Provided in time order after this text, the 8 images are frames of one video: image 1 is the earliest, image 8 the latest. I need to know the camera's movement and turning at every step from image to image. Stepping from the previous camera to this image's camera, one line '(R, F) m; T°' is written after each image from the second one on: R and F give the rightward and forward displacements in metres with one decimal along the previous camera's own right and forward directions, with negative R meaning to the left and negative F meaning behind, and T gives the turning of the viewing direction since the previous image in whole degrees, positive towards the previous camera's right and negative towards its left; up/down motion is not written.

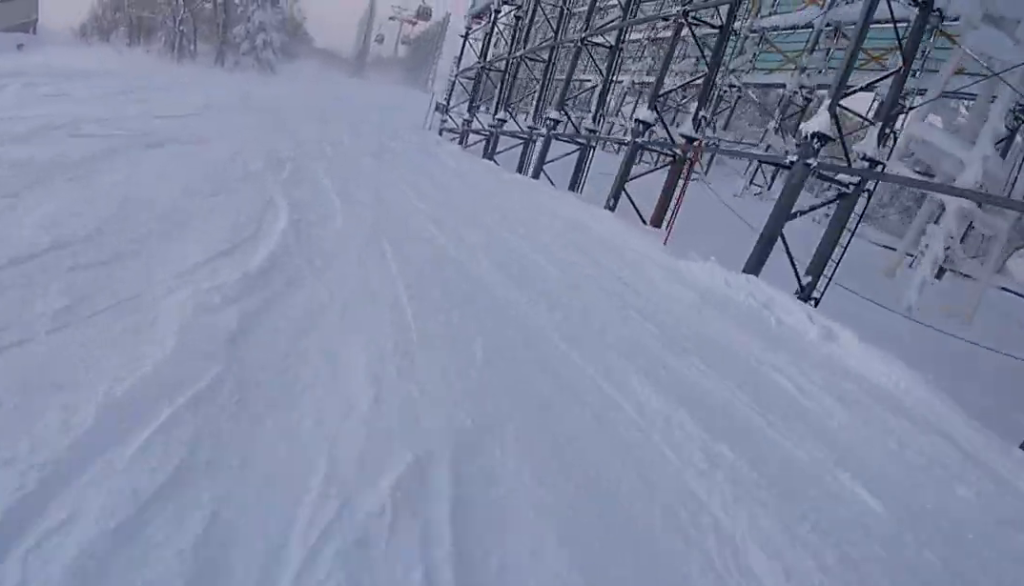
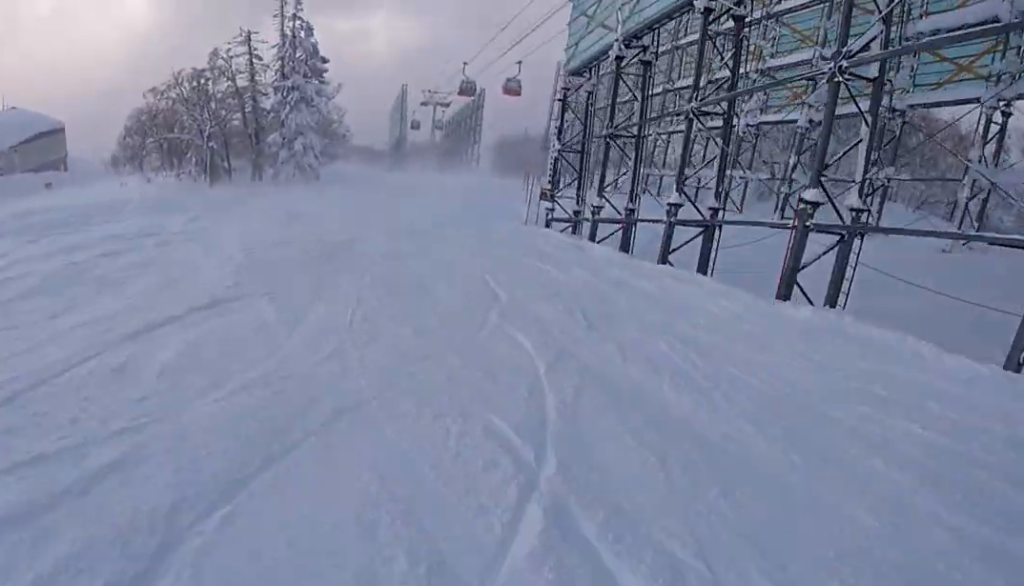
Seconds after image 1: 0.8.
(-0.3, +7.9) m; +3°
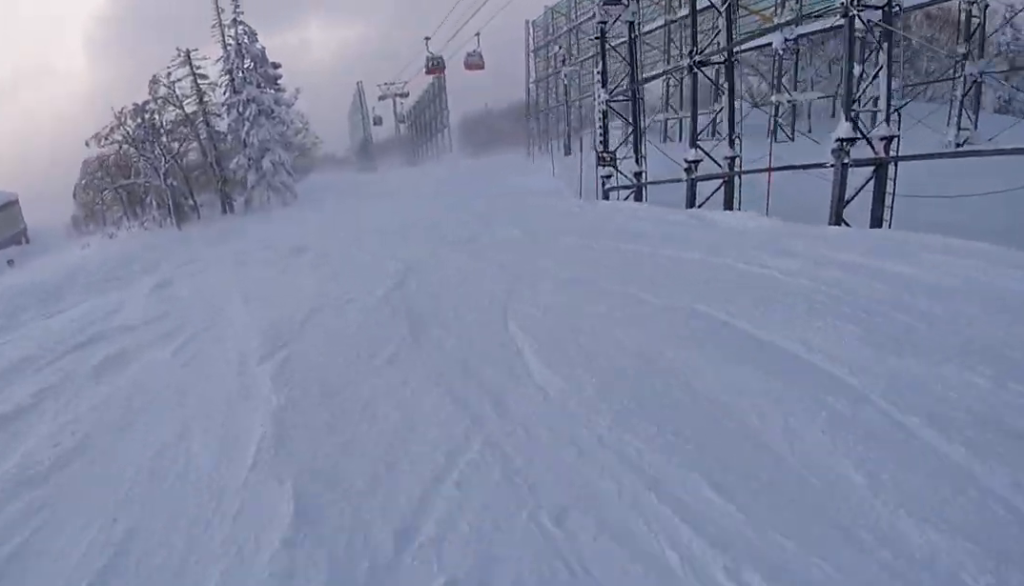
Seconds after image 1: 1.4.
(+0.7, +5.8) m; +6°
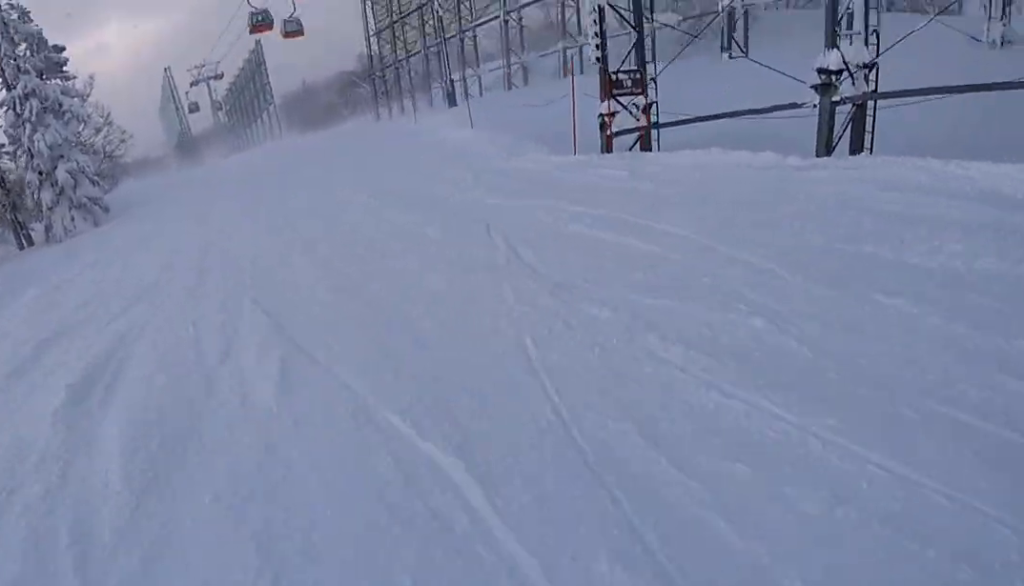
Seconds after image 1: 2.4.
(+0.1, +9.3) m; +8°
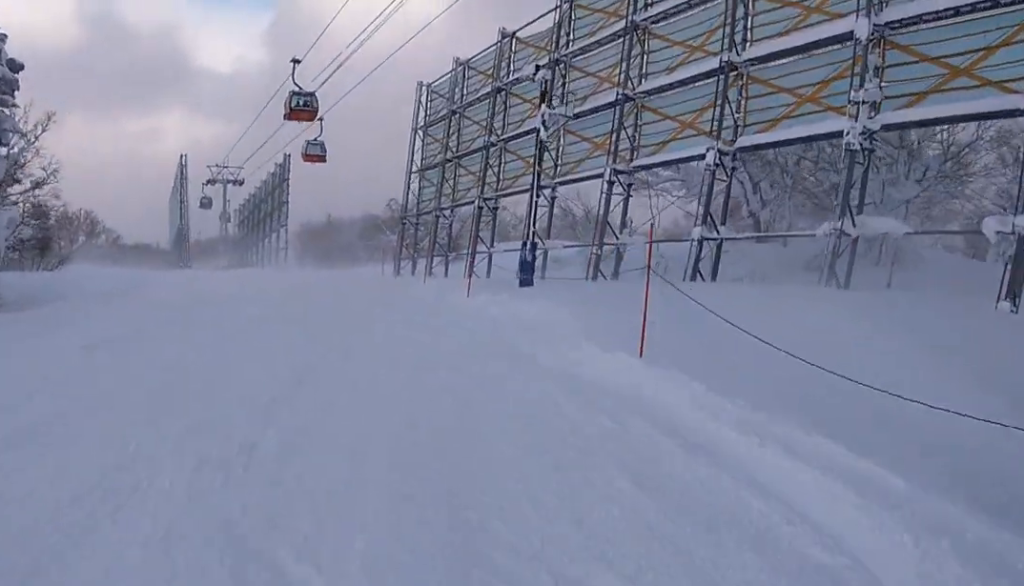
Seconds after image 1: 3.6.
(+1.5, +12.1) m; +1°
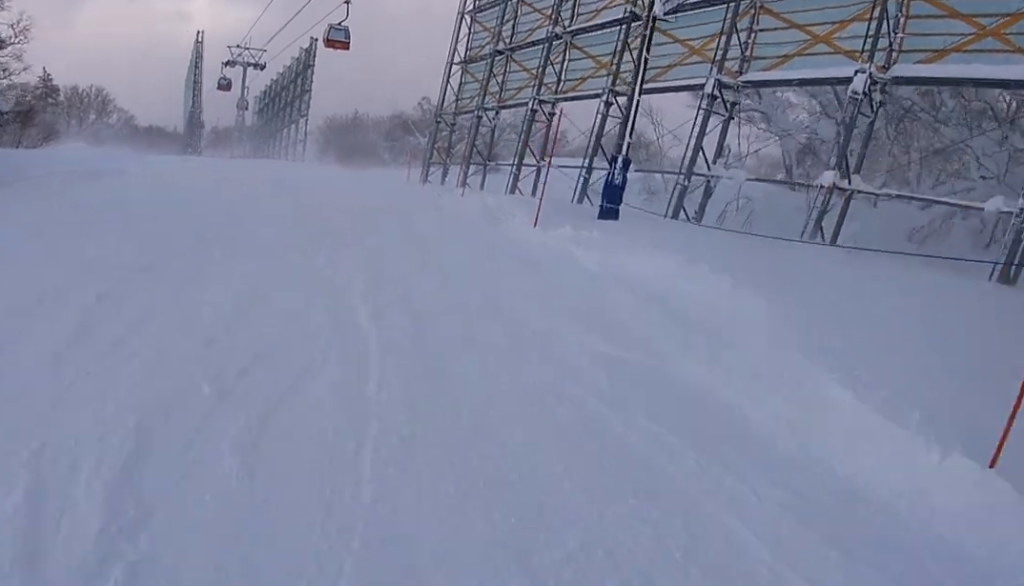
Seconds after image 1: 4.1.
(-0.7, +4.9) m; -4°
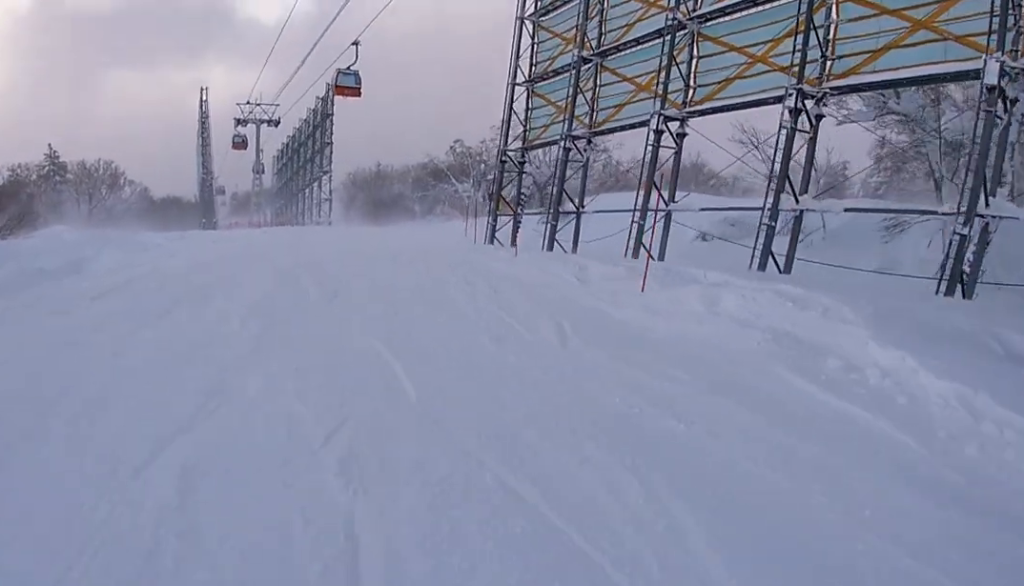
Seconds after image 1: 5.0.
(-0.6, +9.3) m; +1°
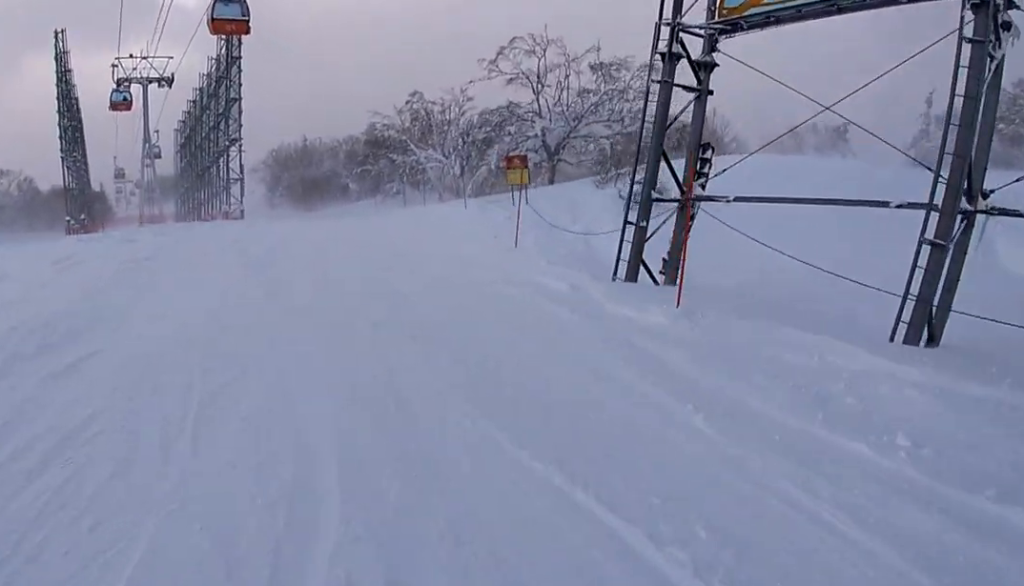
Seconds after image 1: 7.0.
(+1.6, +18.4) m; +5°
